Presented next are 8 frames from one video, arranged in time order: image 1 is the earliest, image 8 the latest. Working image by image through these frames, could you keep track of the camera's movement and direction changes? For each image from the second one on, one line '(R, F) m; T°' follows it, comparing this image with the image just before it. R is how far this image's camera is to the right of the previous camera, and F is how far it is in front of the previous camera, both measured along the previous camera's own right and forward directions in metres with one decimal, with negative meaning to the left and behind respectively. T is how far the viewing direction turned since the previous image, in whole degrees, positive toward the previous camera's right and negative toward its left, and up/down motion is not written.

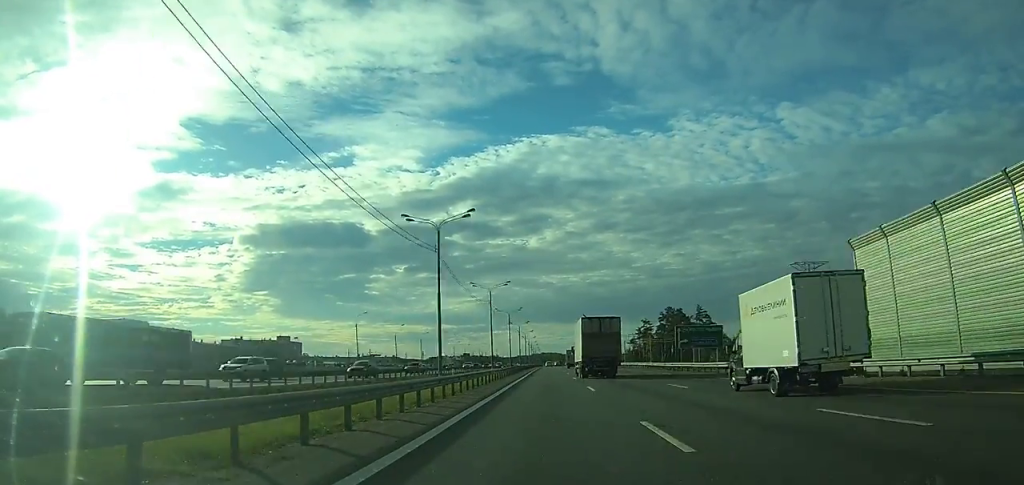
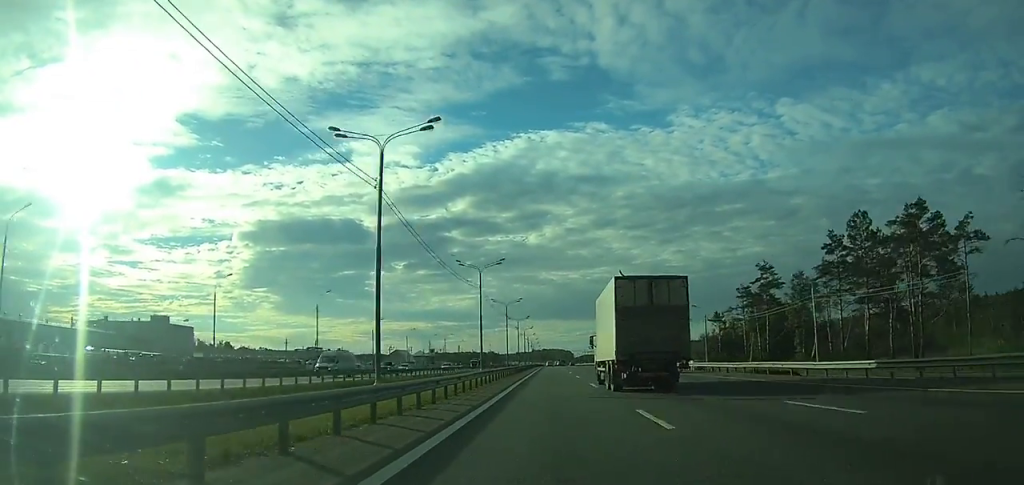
(+0.2, +106.8) m; 0°
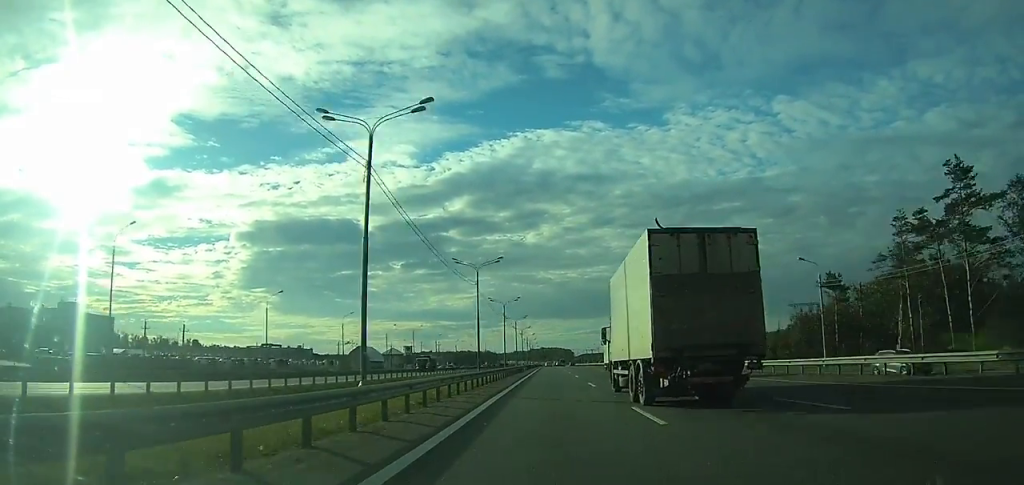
(0.0, +48.0) m; 0°
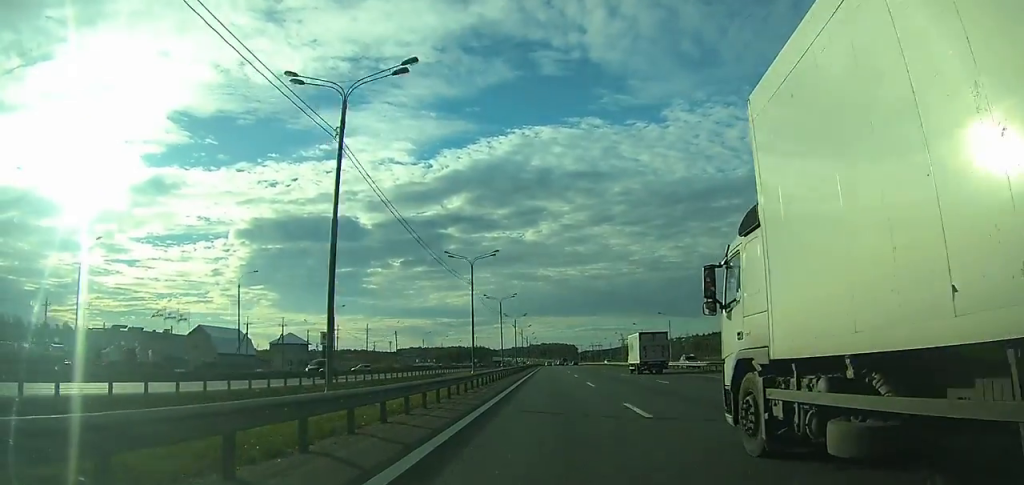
(+0.1, +99.5) m; 0°
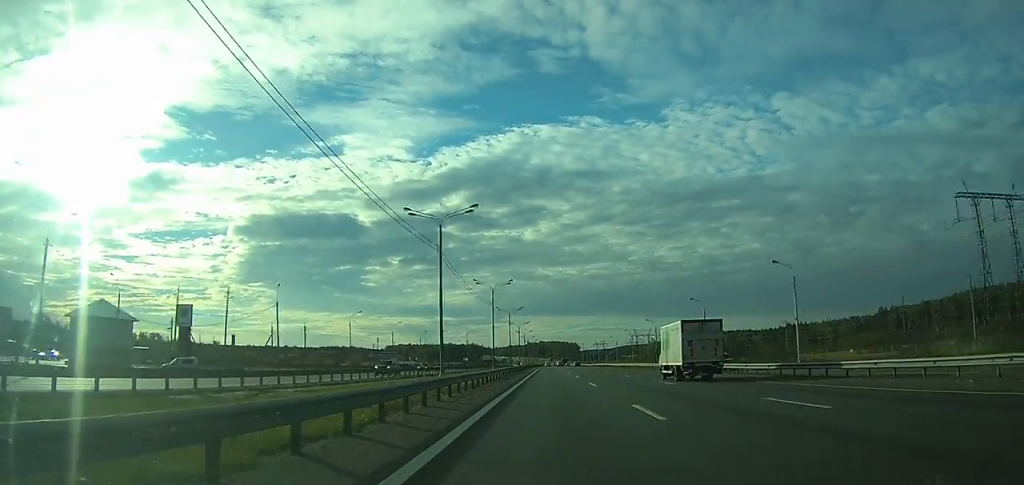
(-0.1, +68.8) m; 0°
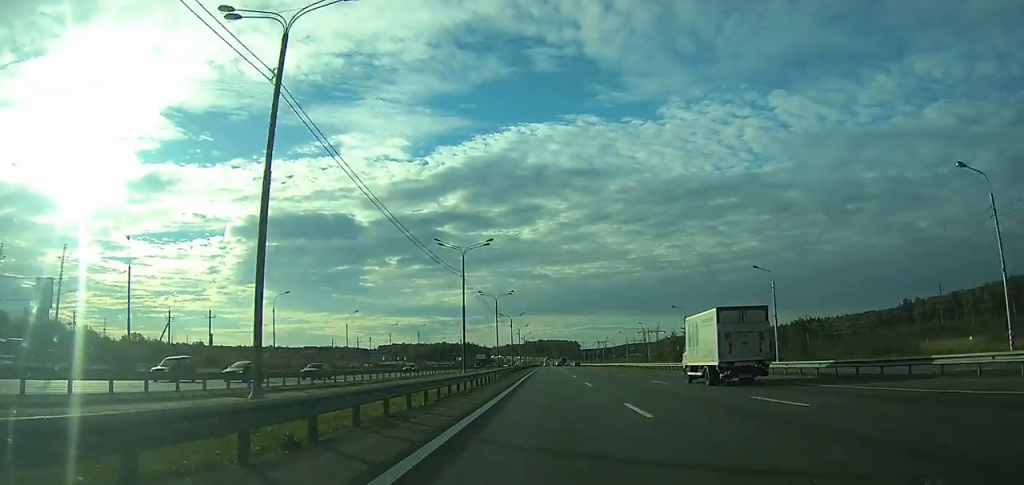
(0.0, +31.7) m; 0°
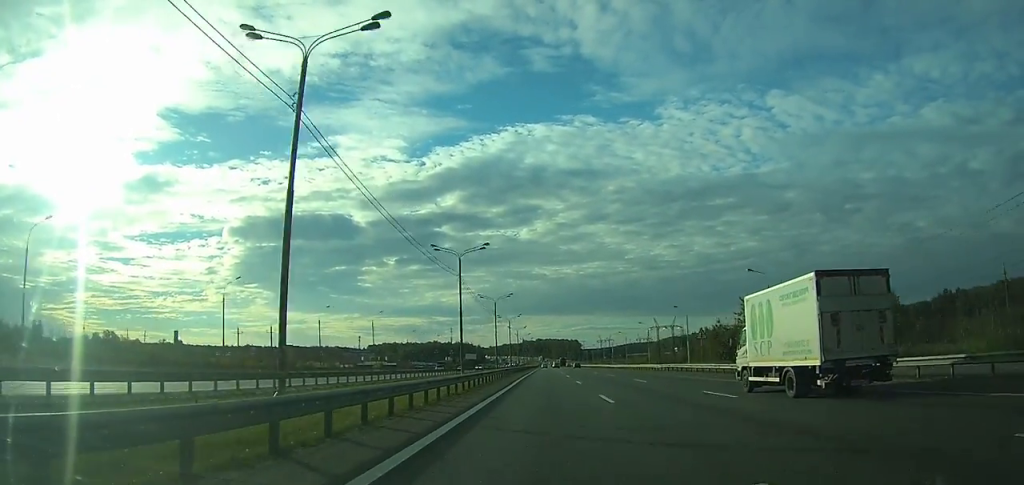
(0.0, +42.9) m; 0°
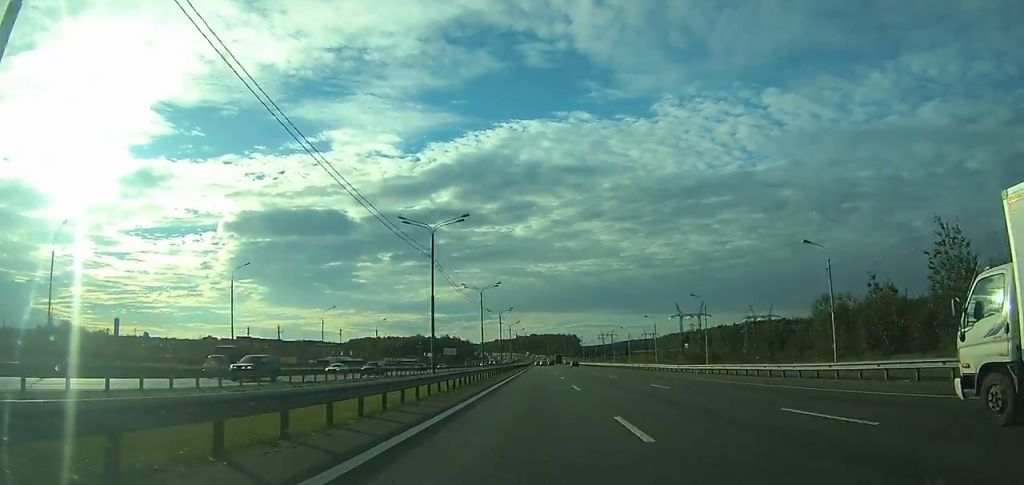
(+0.1, +54.7) m; 0°
